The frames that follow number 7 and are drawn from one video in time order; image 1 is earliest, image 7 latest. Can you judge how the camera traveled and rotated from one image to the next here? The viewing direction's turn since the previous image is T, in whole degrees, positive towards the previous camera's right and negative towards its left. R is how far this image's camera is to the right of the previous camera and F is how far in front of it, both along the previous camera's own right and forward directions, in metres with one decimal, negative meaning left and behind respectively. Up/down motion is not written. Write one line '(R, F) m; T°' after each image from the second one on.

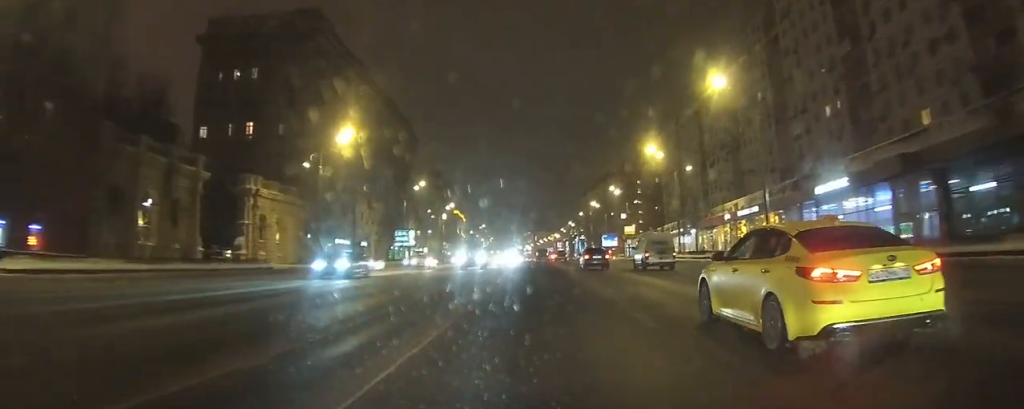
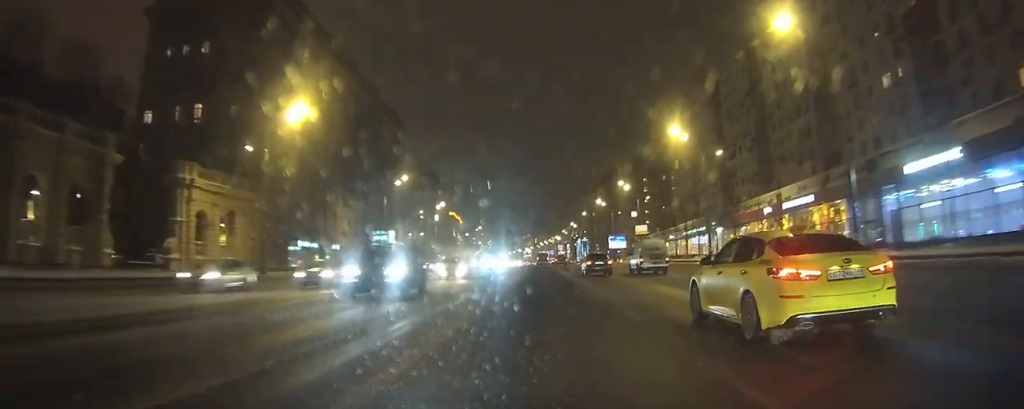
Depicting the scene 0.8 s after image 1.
(-0.1, +14.0) m; 0°
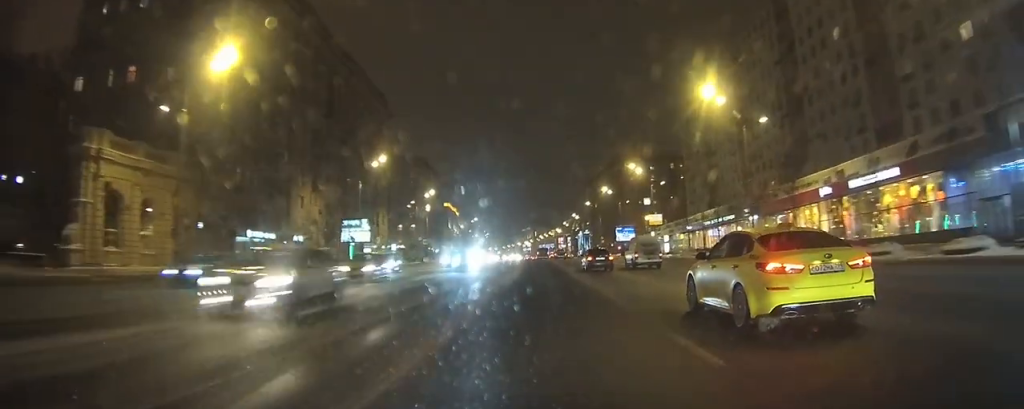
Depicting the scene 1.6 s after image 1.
(+0.1, +13.5) m; 0°
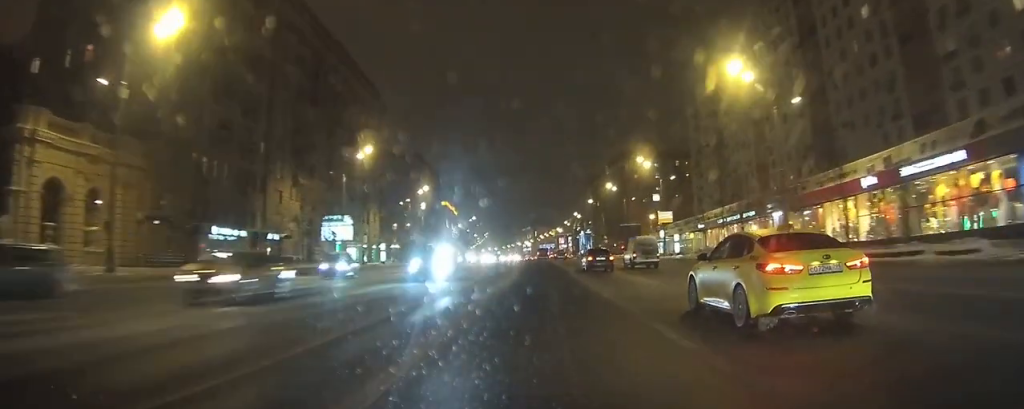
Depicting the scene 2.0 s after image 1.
(0.0, +7.1) m; 0°
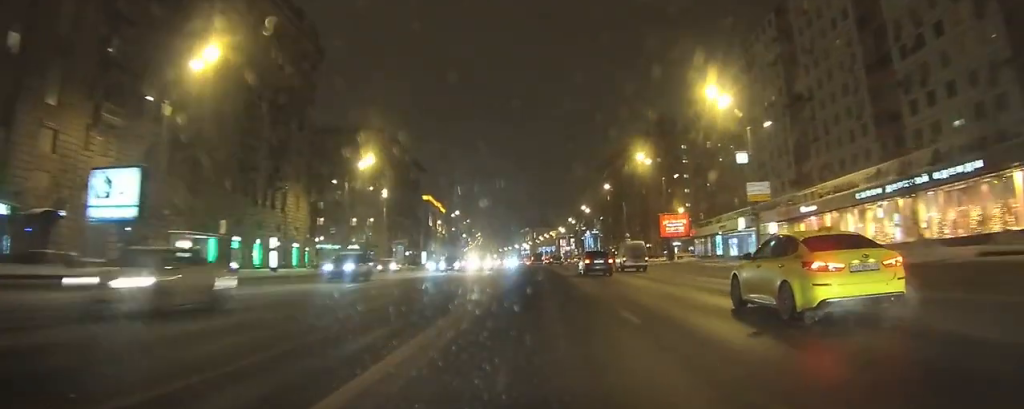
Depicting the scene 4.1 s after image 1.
(0.0, +36.3) m; 0°
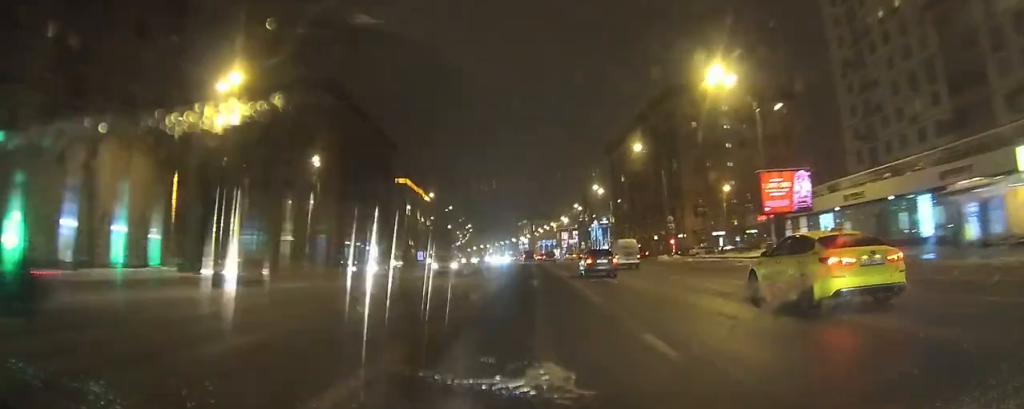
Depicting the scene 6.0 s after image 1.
(-0.2, +29.8) m; 0°
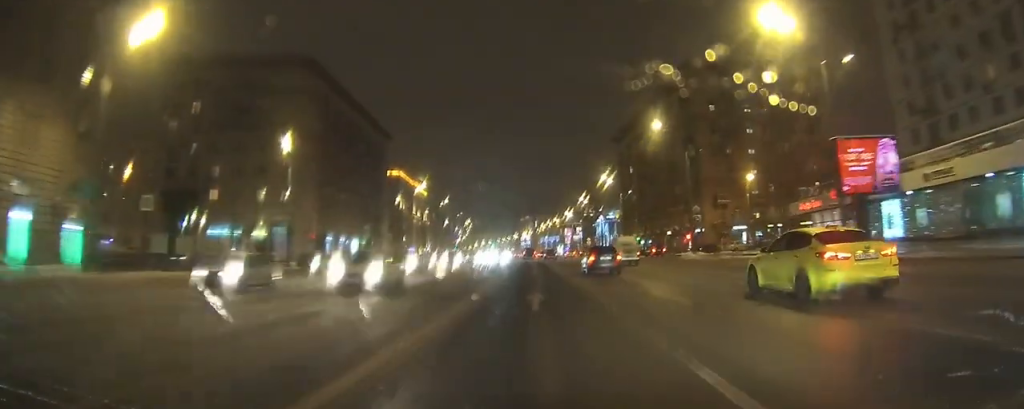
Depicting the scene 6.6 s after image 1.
(0.0, +7.9) m; 0°
